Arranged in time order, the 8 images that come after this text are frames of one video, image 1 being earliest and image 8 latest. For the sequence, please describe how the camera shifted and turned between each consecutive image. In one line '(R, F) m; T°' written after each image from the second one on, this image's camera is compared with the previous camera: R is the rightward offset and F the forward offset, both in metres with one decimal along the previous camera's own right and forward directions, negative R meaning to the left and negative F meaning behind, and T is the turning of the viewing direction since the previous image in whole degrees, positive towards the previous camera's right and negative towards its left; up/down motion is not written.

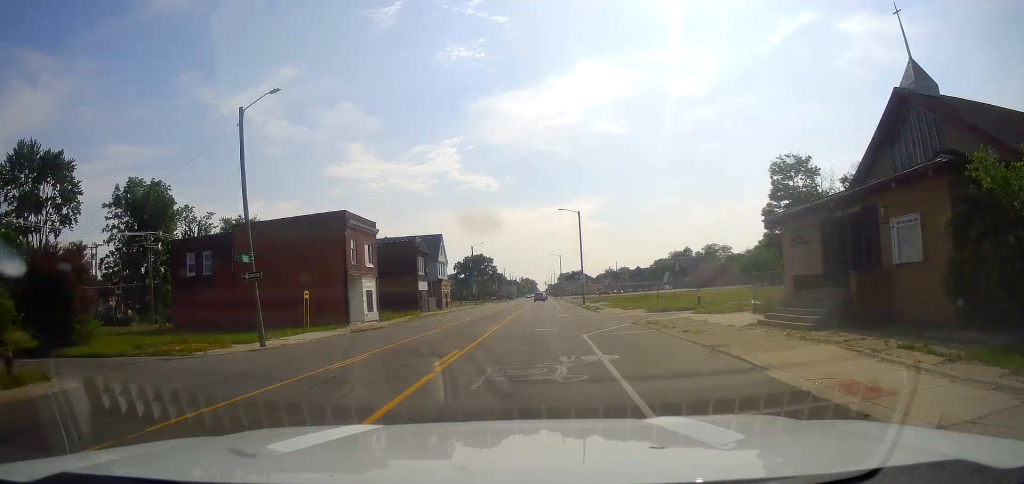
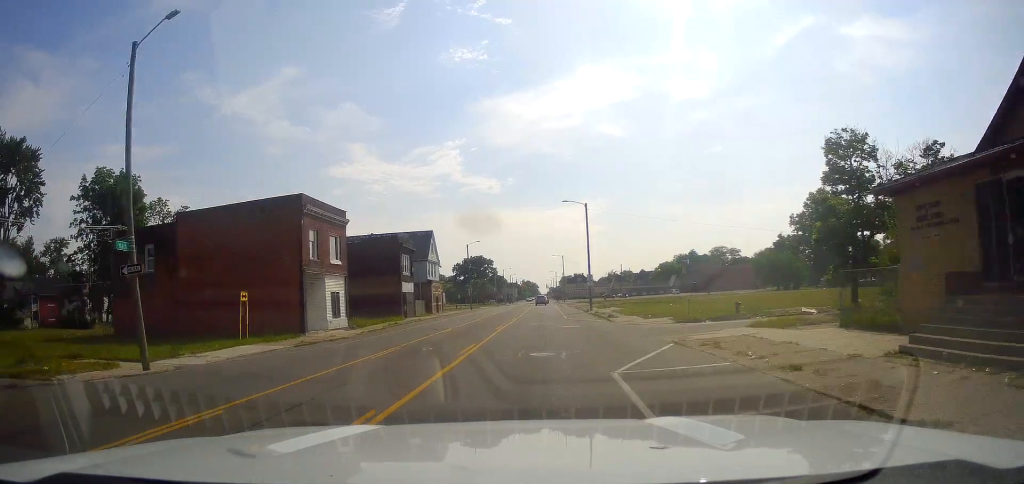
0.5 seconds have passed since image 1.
(-0.1, +8.5) m; 0°
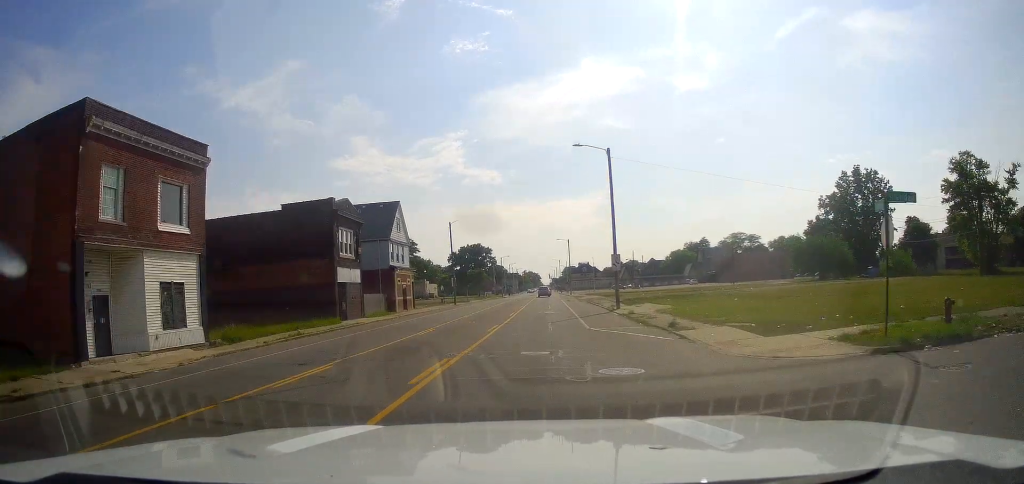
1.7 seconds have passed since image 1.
(+0.1, +19.6) m; +1°
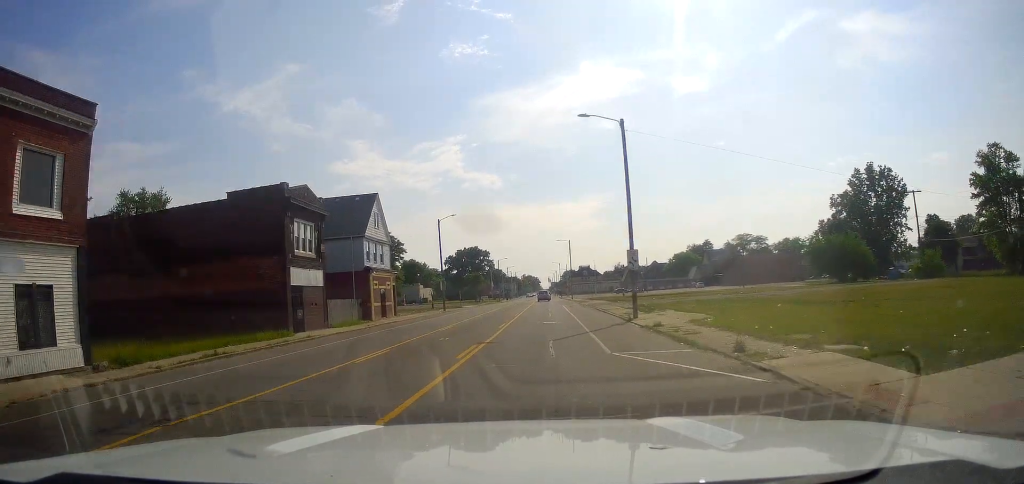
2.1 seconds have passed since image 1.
(-0.2, +7.7) m; +1°
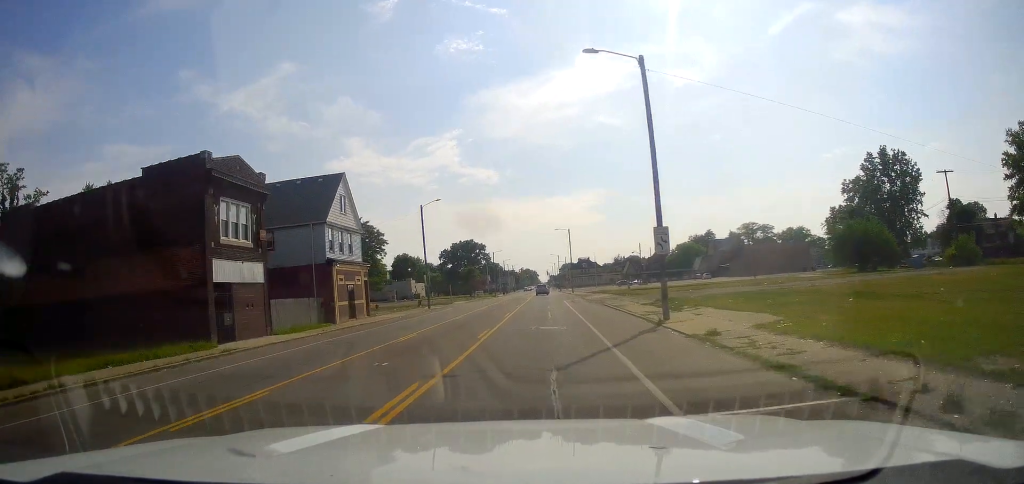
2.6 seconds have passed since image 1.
(+0.2, +8.2) m; +1°
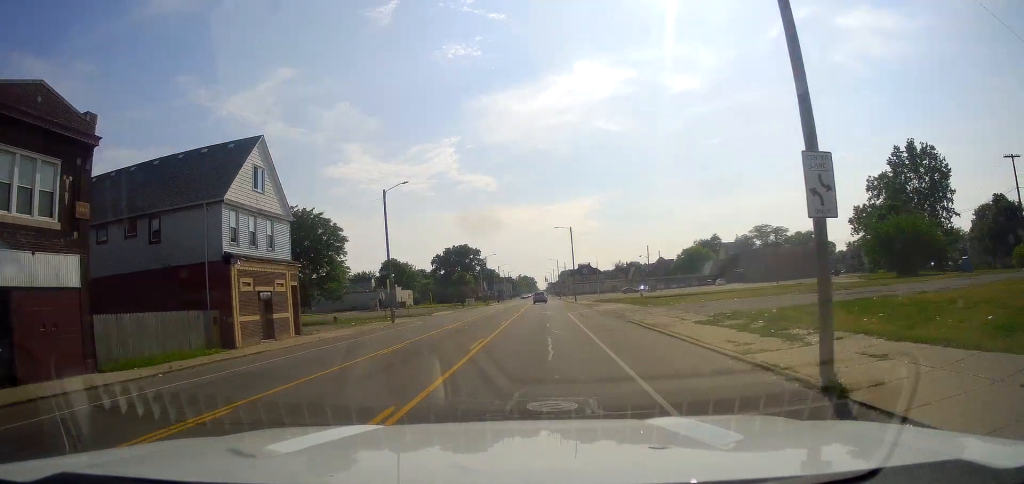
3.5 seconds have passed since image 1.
(+0.5, +13.5) m; 0°
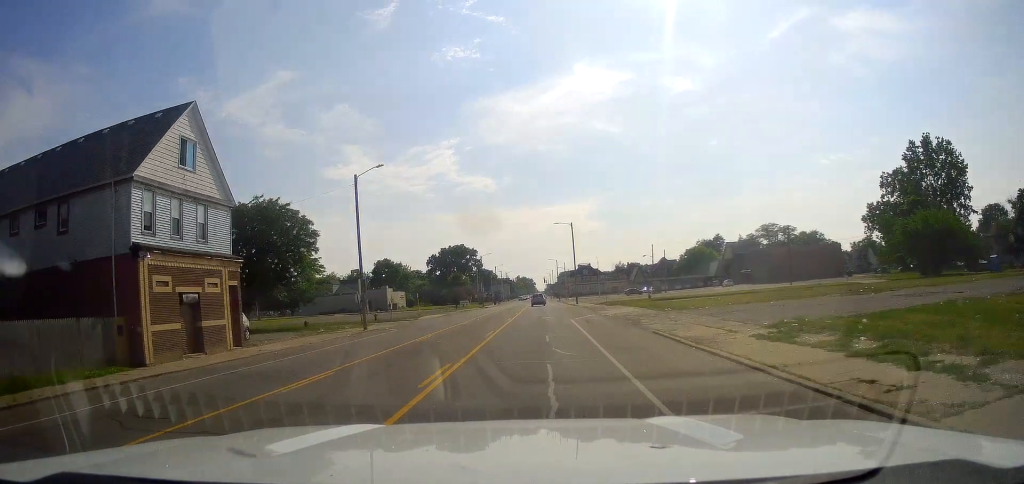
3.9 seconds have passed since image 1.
(-0.4, +7.1) m; -1°
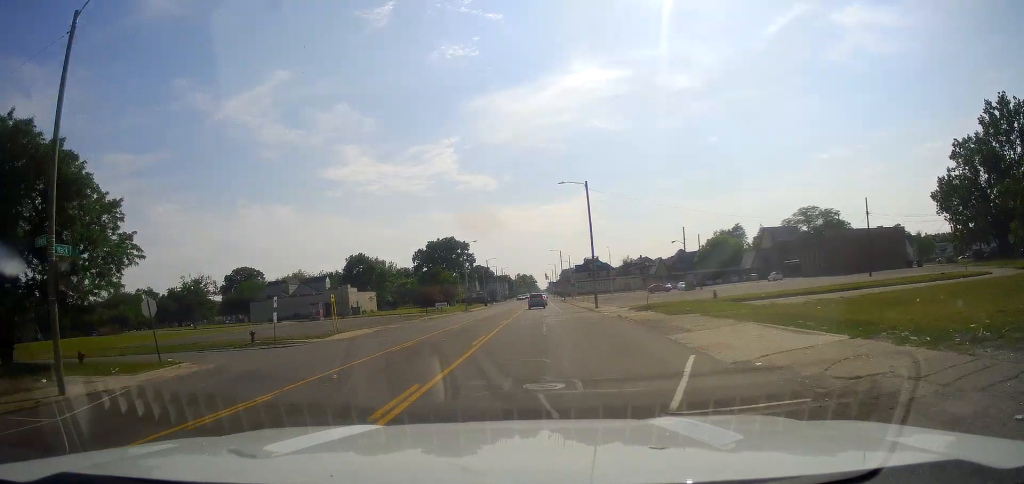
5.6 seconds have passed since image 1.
(-0.1, +27.8) m; 0°
